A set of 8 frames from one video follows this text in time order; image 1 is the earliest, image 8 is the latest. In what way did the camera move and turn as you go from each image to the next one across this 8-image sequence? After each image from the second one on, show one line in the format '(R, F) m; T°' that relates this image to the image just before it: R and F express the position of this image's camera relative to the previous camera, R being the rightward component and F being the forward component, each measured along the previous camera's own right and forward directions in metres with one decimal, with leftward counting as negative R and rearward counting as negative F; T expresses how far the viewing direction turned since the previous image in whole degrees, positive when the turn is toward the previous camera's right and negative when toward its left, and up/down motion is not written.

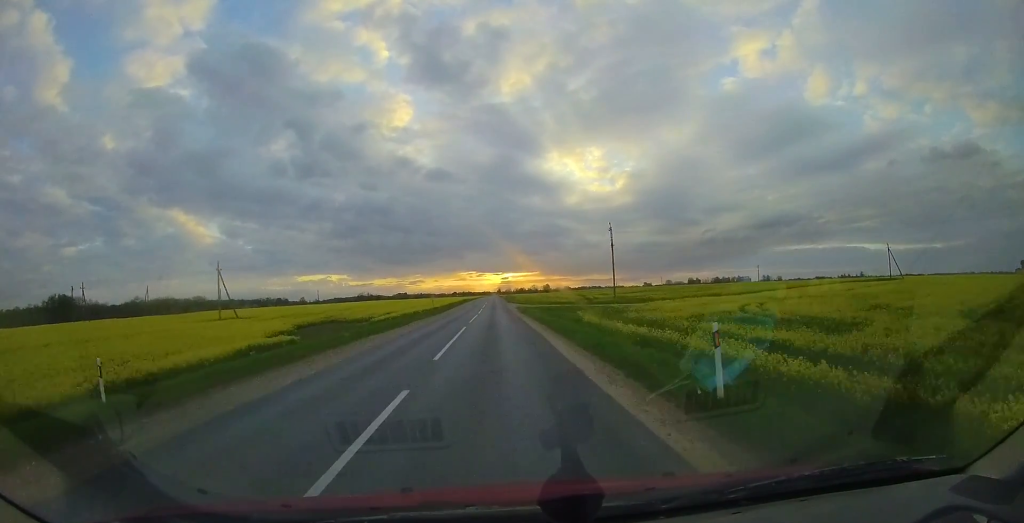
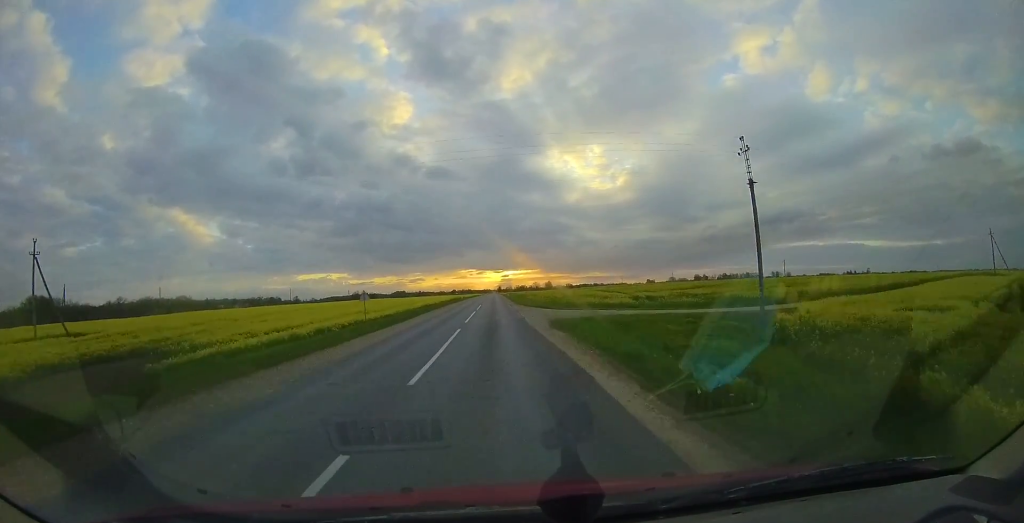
(+0.3, +26.4) m; 0°
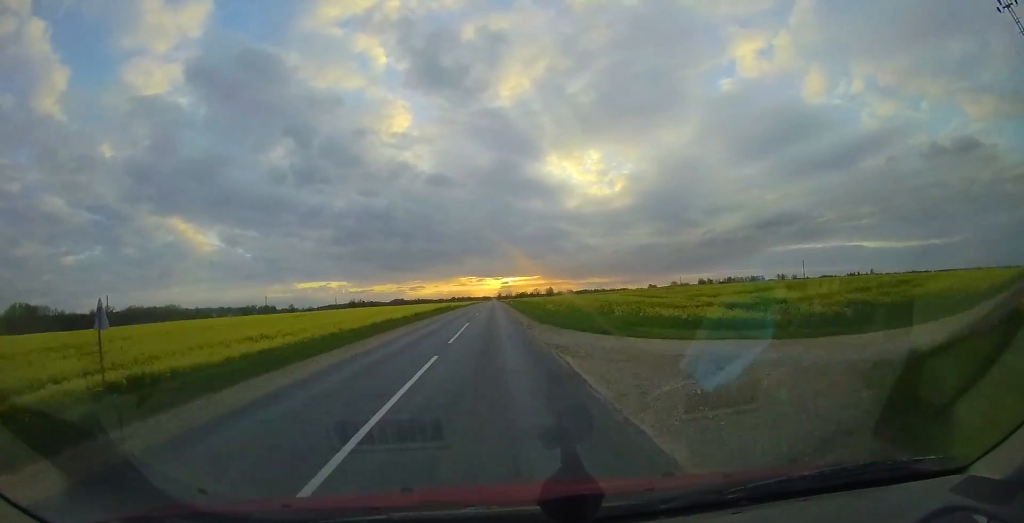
(-0.1, +17.2) m; 0°
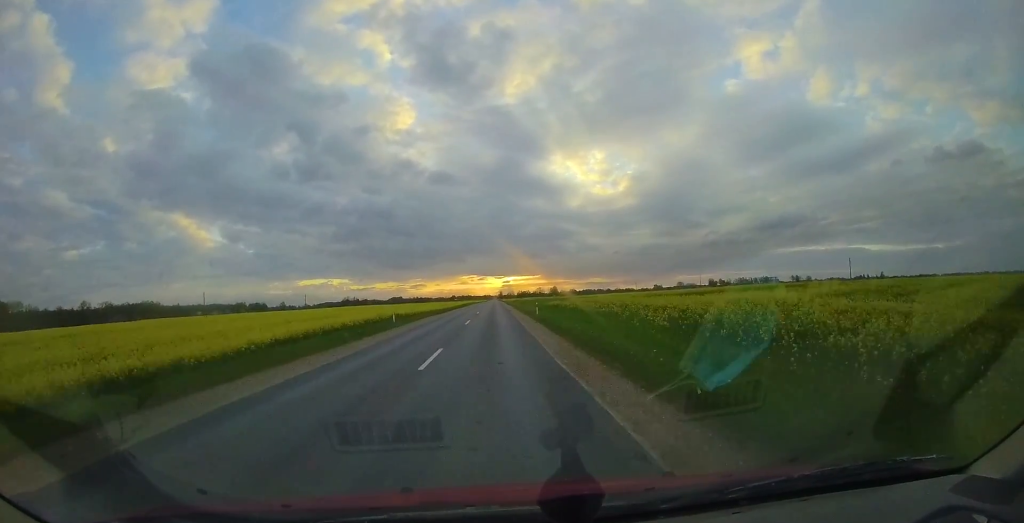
(0.0, +35.0) m; 0°
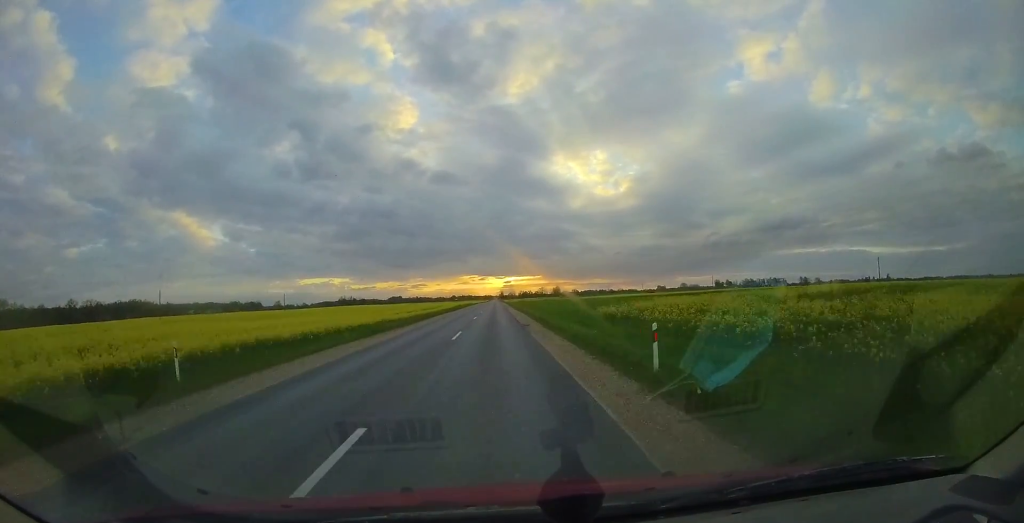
(-0.3, +18.4) m; -1°
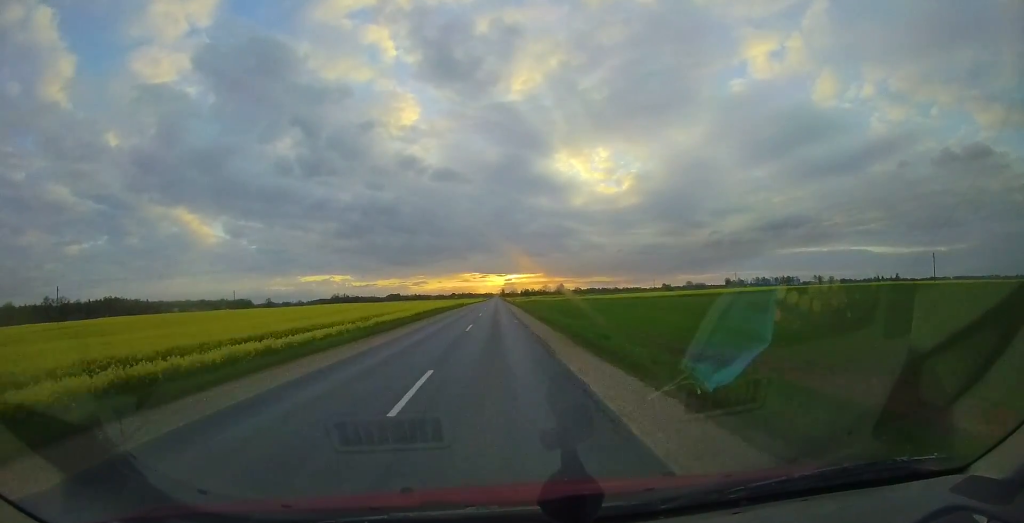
(+0.1, +31.6) m; +1°
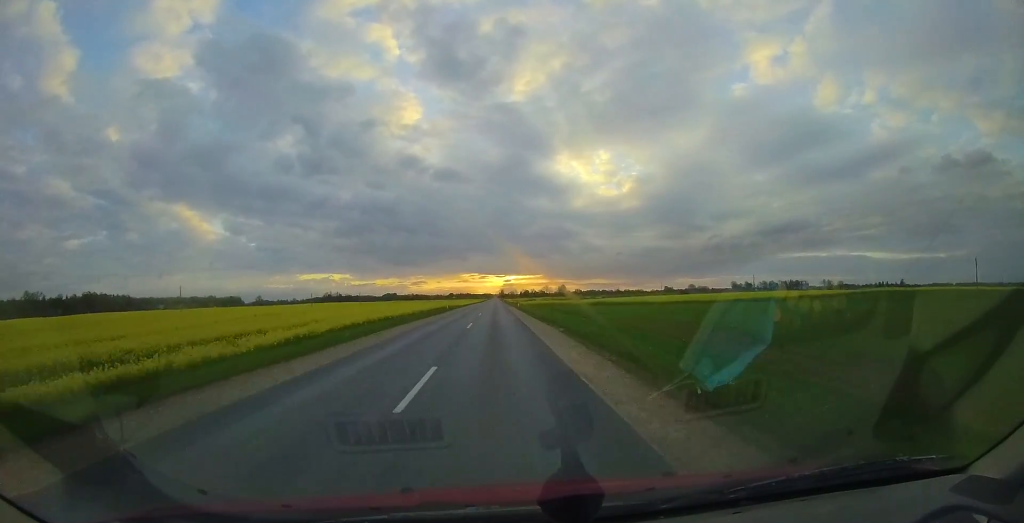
(+0.4, +23.6) m; 0°
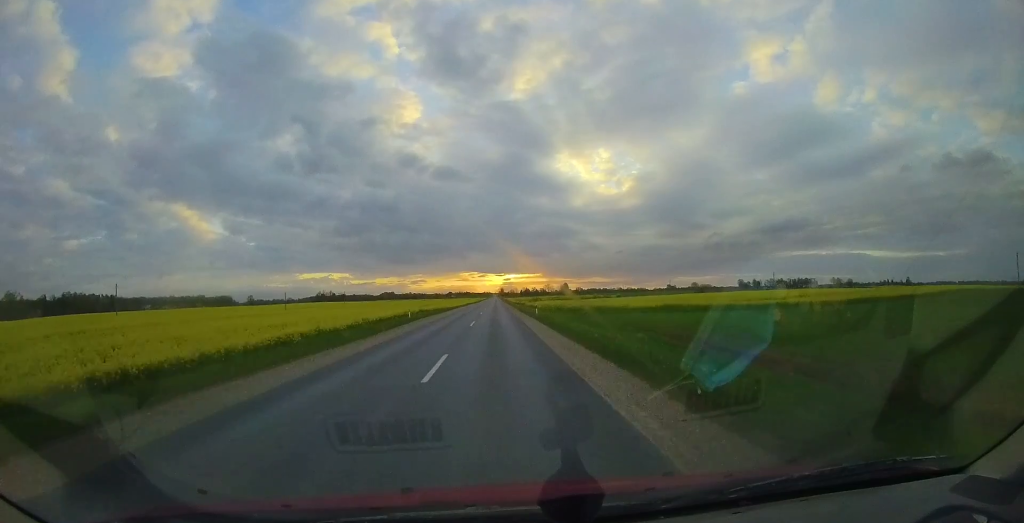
(-0.2, +22.1) m; 0°
